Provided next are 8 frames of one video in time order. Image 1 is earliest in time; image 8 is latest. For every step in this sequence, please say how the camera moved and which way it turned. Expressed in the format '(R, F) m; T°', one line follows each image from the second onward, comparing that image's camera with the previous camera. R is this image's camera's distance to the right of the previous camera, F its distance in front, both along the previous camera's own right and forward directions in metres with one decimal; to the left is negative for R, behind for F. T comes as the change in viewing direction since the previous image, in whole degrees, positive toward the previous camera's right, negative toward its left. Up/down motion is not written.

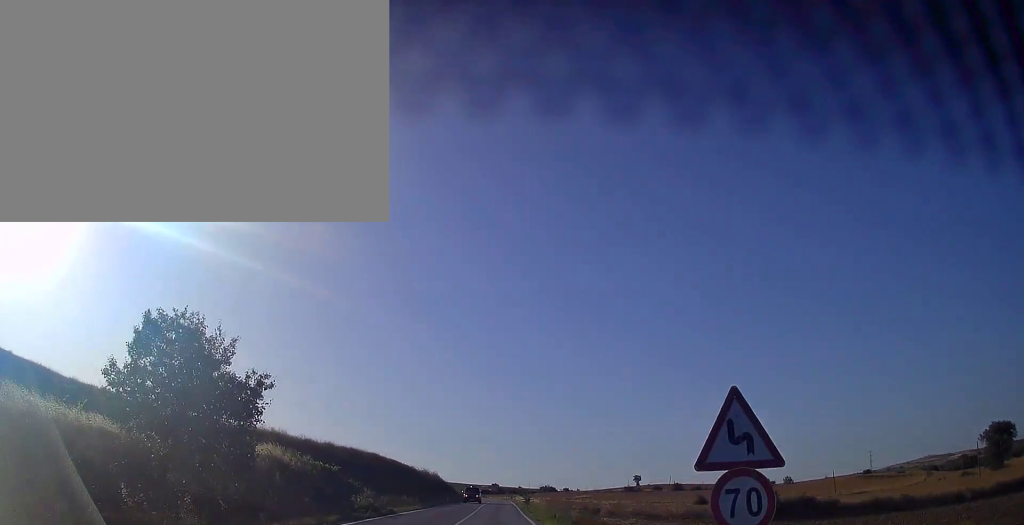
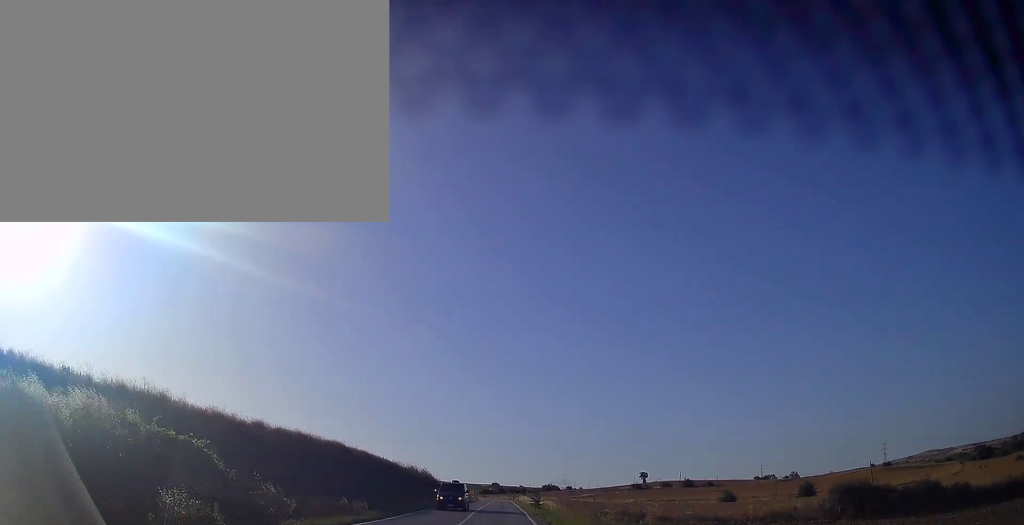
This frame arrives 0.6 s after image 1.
(0.0, +16.2) m; 0°
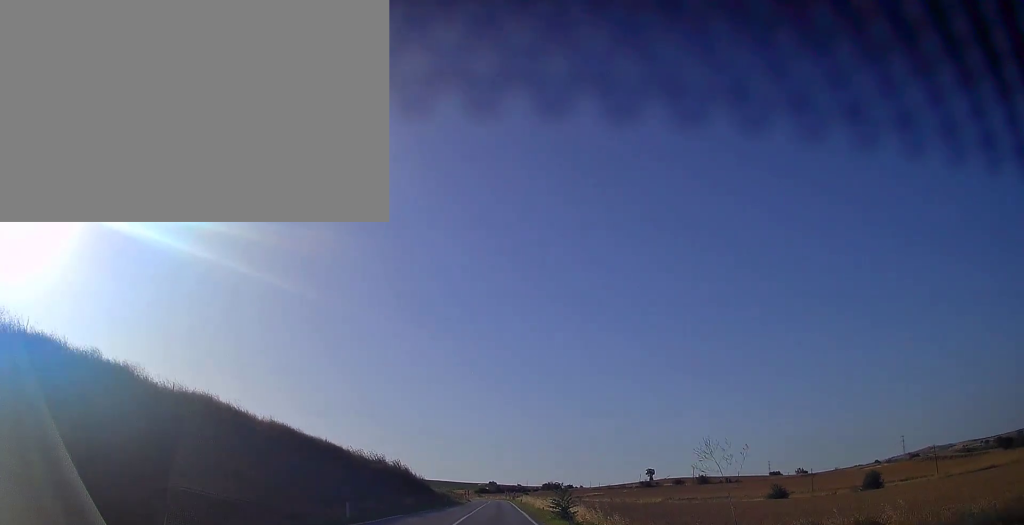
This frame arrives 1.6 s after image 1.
(0.0, +23.6) m; 0°
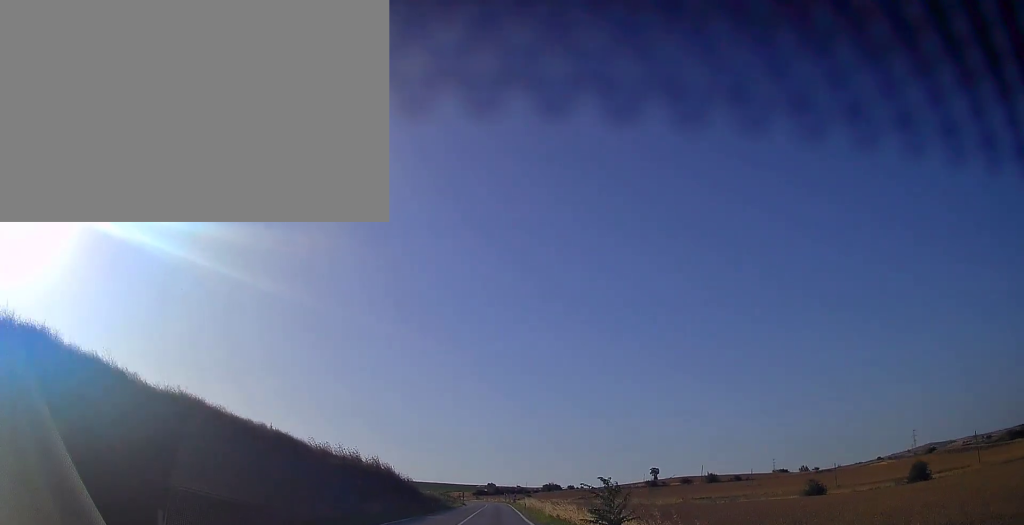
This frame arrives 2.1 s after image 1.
(0.0, +12.6) m; 0°
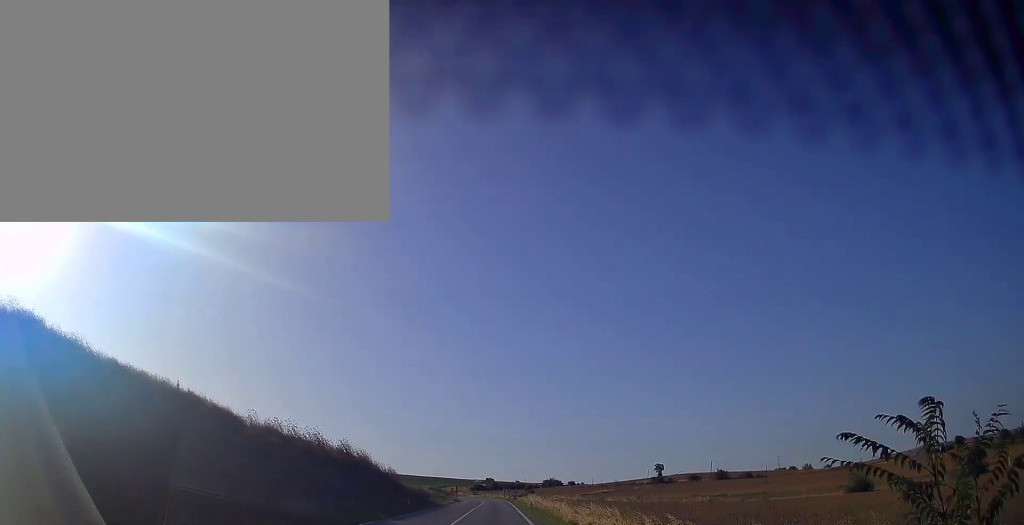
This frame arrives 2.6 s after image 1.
(0.0, +12.6) m; 0°
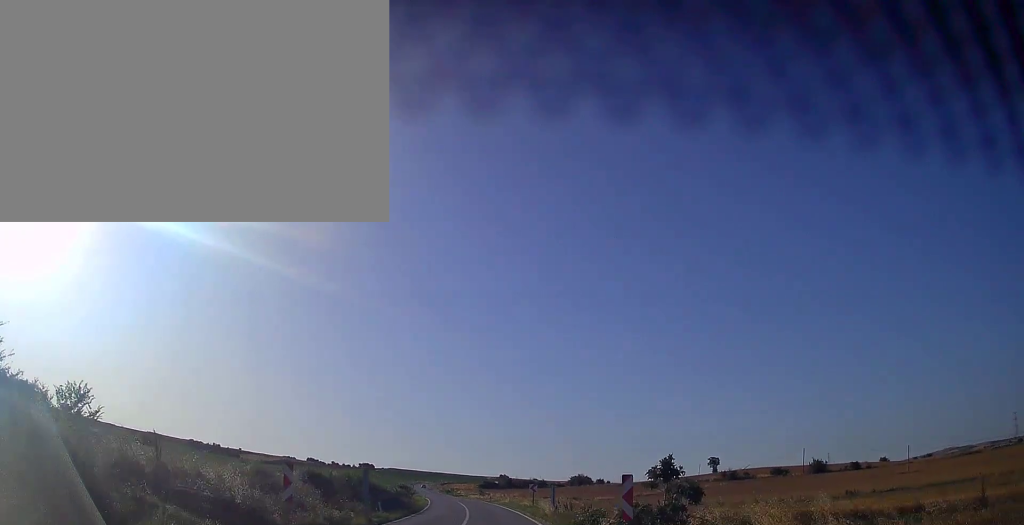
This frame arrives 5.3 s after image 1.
(-0.3, +64.3) m; -1°
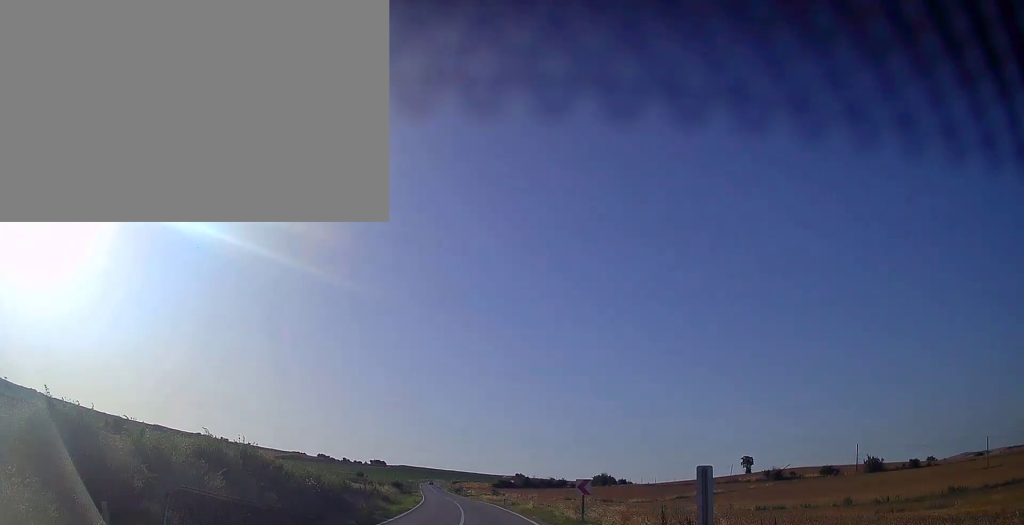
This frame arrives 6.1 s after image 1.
(-0.1, +19.4) m; -1°
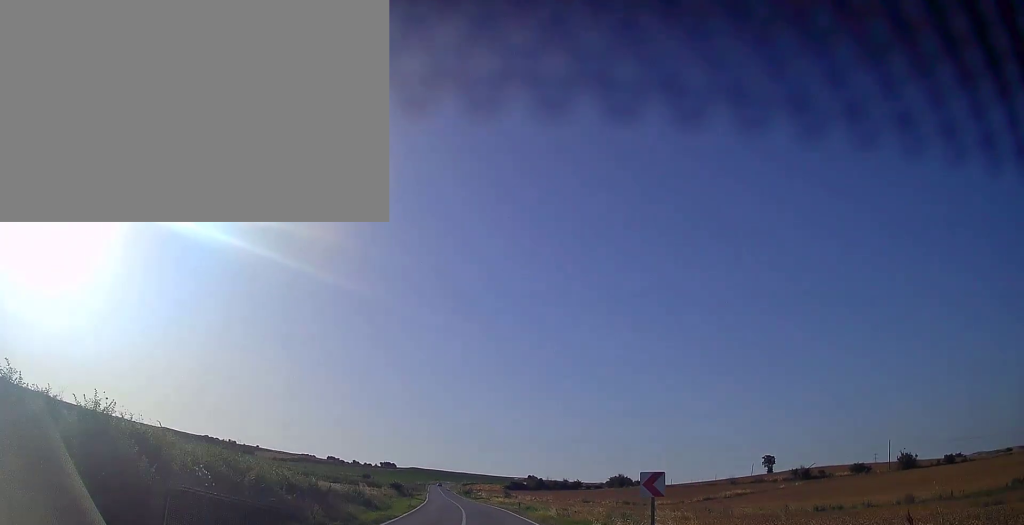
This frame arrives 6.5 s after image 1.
(0.0, +9.3) m; -1°
